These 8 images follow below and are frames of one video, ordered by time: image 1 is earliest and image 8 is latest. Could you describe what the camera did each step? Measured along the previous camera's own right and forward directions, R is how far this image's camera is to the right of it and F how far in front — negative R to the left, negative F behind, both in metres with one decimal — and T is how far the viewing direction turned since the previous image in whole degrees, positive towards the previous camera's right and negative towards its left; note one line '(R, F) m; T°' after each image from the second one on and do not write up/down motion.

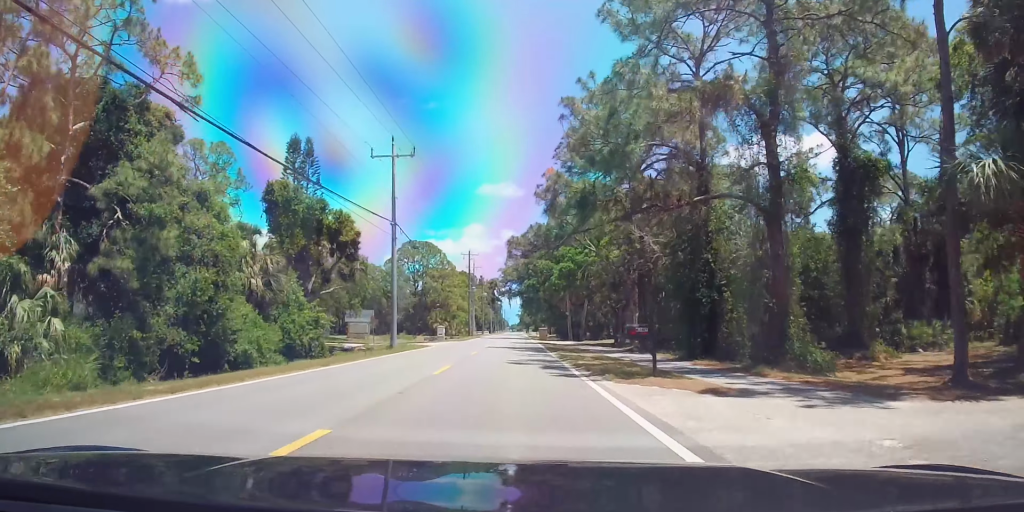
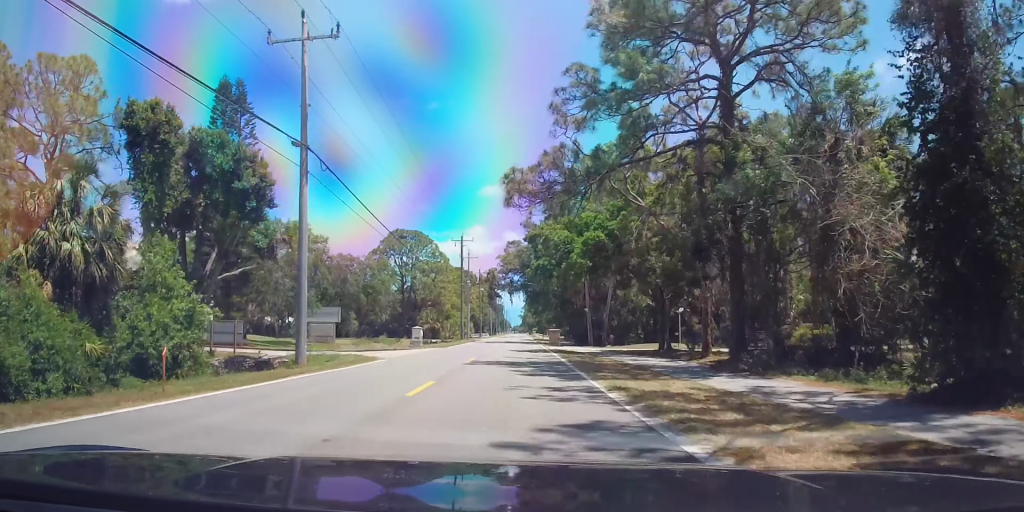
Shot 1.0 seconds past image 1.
(0.0, +16.9) m; 0°
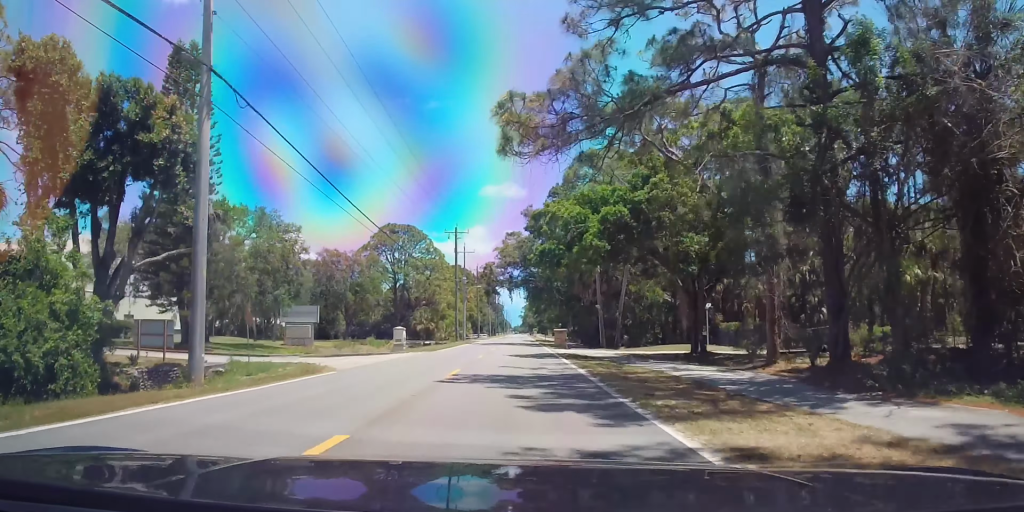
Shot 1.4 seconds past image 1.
(0.0, +7.3) m; 0°
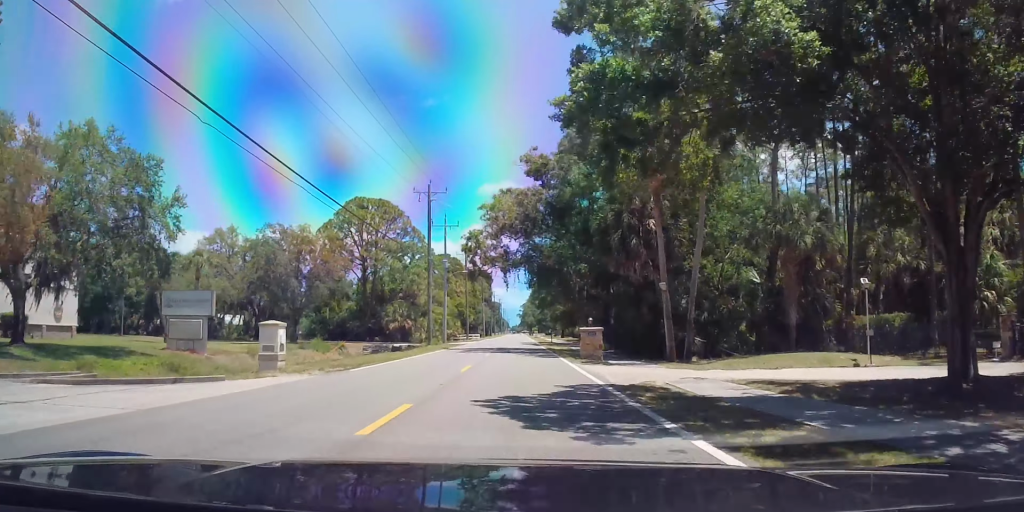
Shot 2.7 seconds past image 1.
(0.0, +21.1) m; 0°
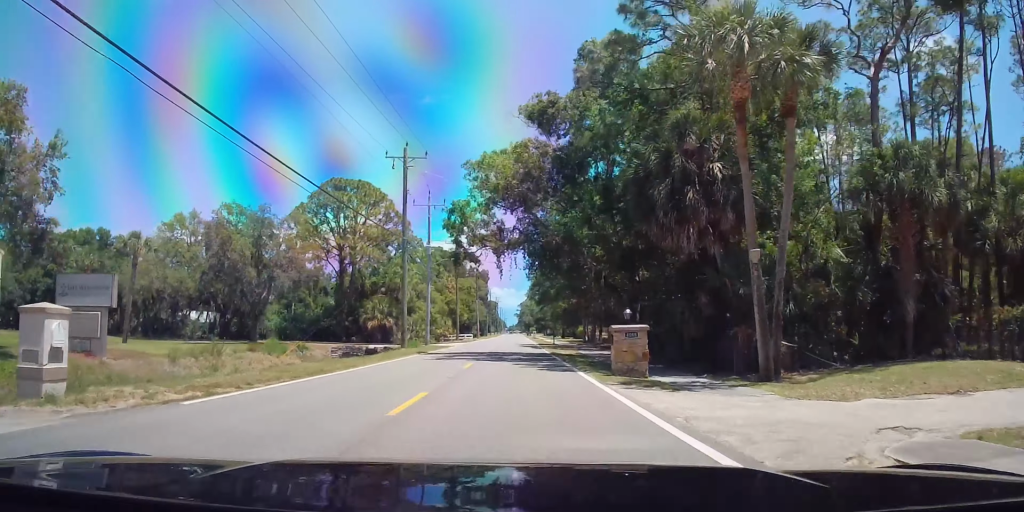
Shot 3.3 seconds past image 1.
(0.0, +10.3) m; 0°
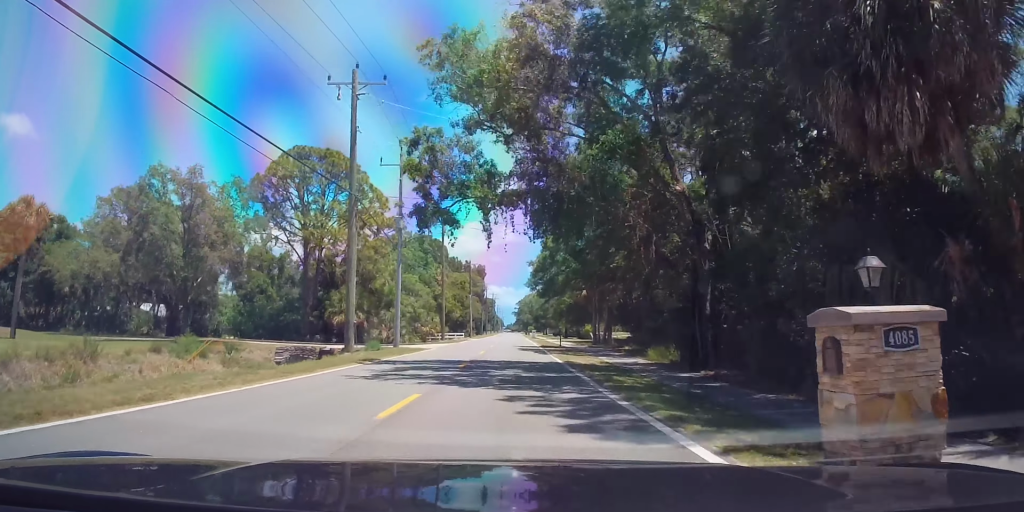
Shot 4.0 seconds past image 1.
(0.0, +12.6) m; 0°
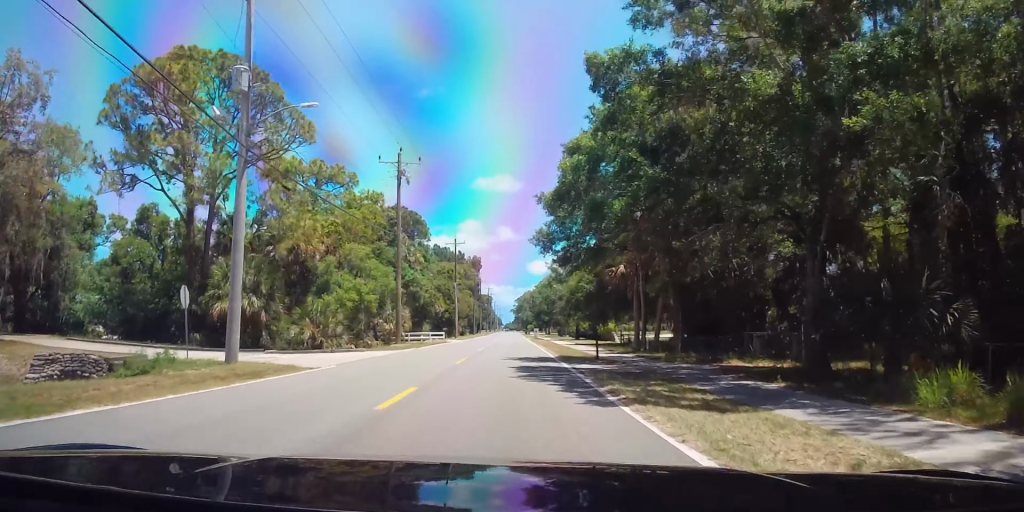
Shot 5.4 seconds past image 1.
(0.0, +23.5) m; 0°
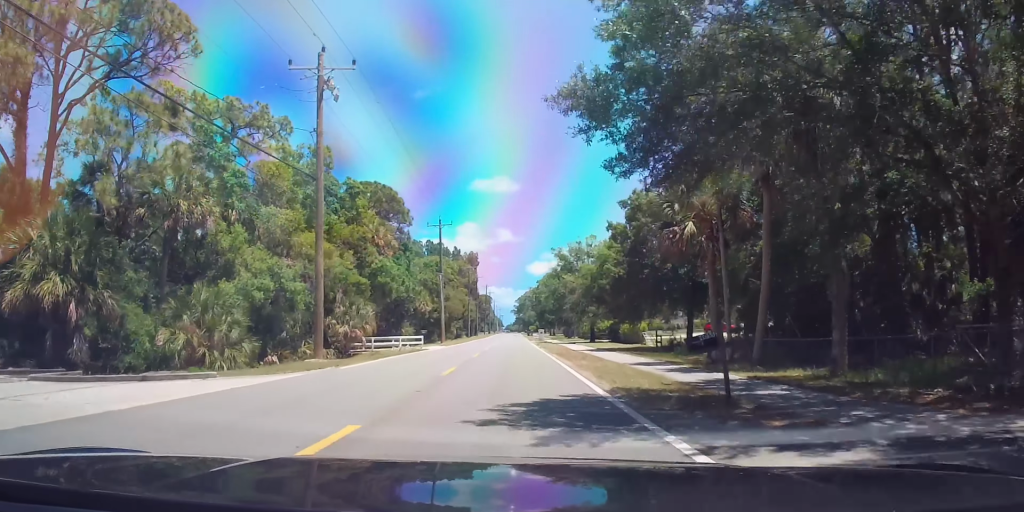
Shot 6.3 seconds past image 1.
(0.0, +16.6) m; 0°
